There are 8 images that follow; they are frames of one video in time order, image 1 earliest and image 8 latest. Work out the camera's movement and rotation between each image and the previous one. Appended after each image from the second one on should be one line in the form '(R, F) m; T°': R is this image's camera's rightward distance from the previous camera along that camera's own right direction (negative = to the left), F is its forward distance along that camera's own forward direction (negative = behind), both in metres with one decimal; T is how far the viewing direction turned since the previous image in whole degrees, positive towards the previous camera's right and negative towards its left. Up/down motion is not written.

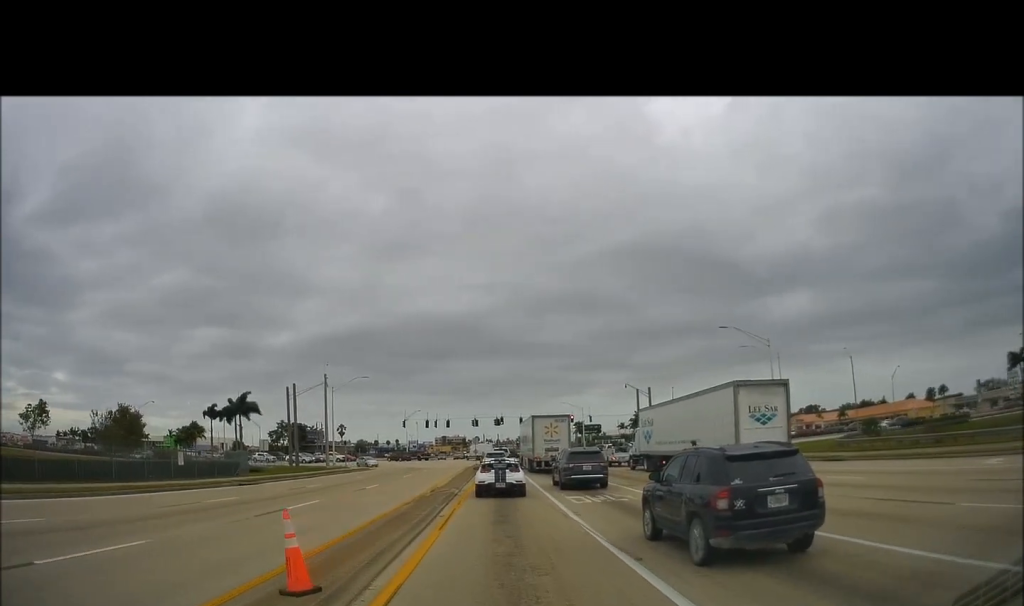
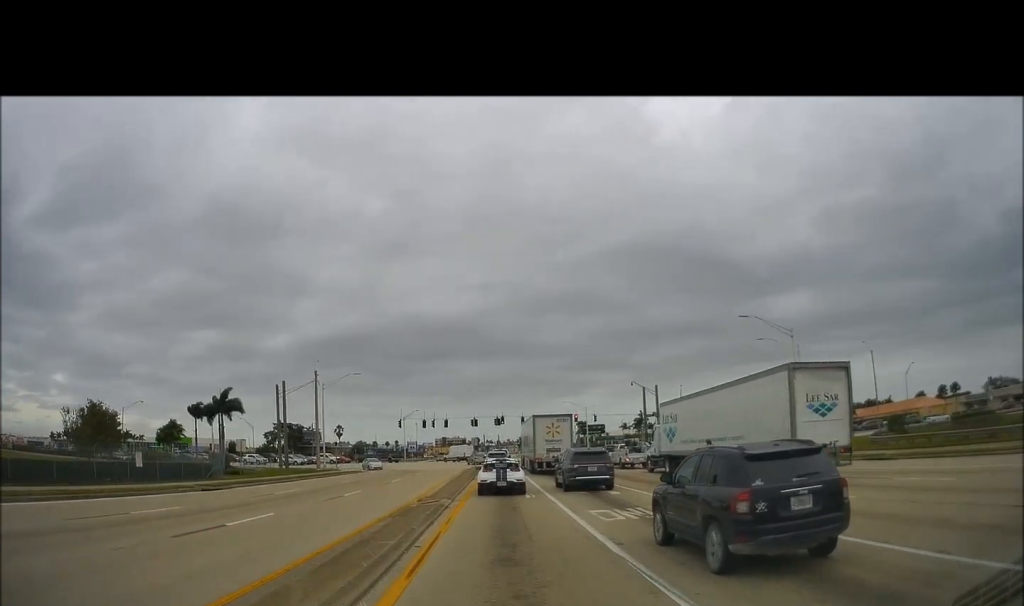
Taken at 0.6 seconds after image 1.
(0.0, +3.2) m; -1°
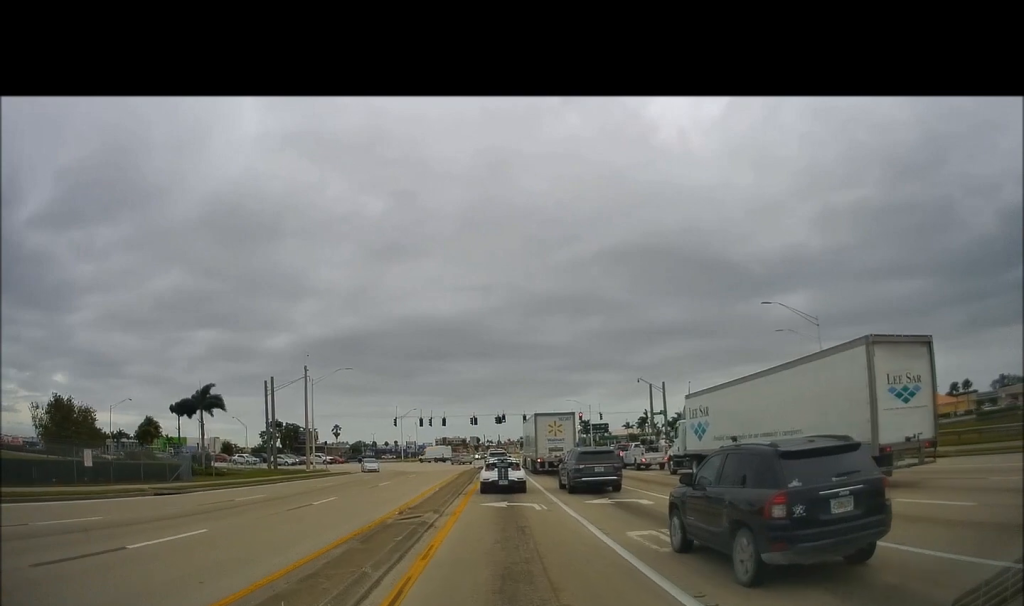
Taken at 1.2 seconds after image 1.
(-0.1, +3.5) m; -1°
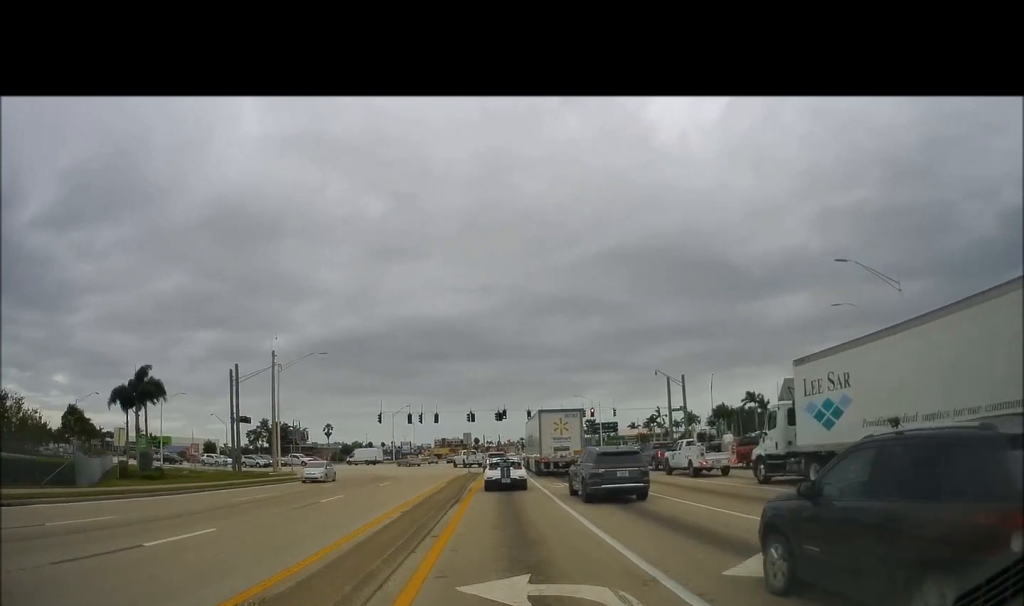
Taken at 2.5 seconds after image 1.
(+0.2, +9.8) m; +3°
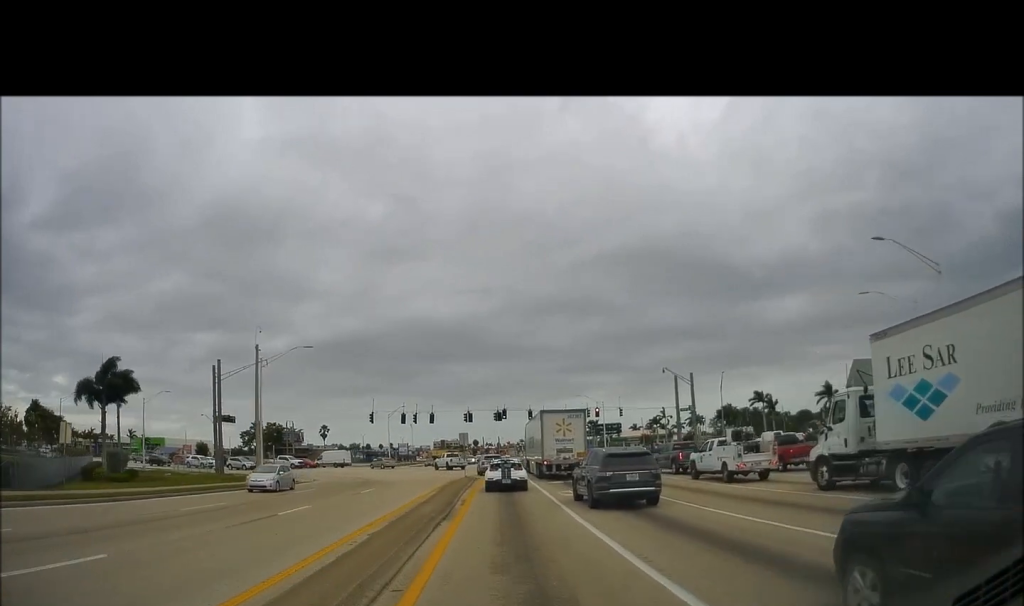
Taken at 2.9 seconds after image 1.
(+0.1, +4.2) m; 0°
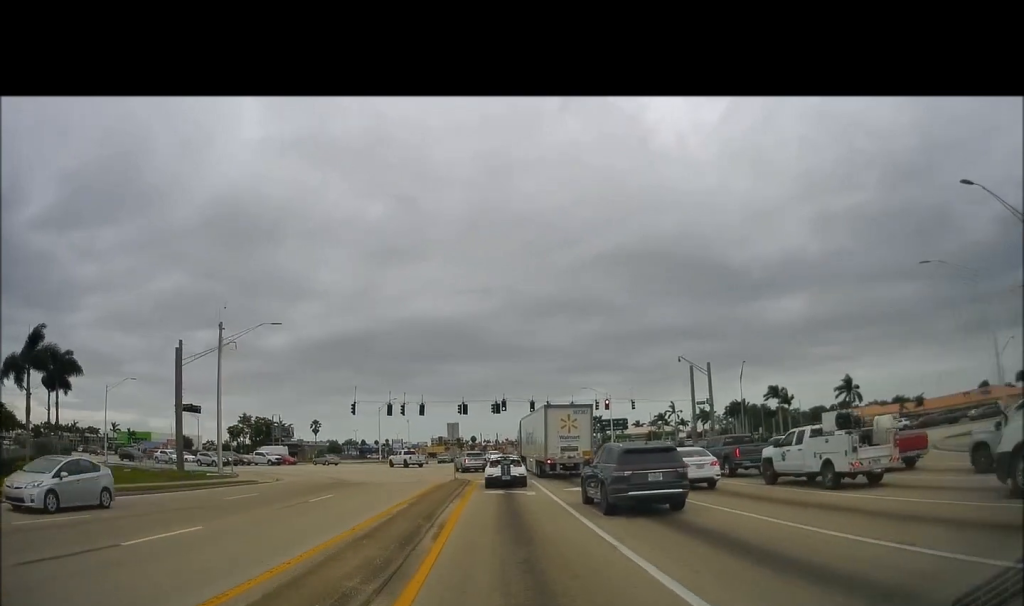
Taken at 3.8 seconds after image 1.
(-0.1, +8.0) m; -1°
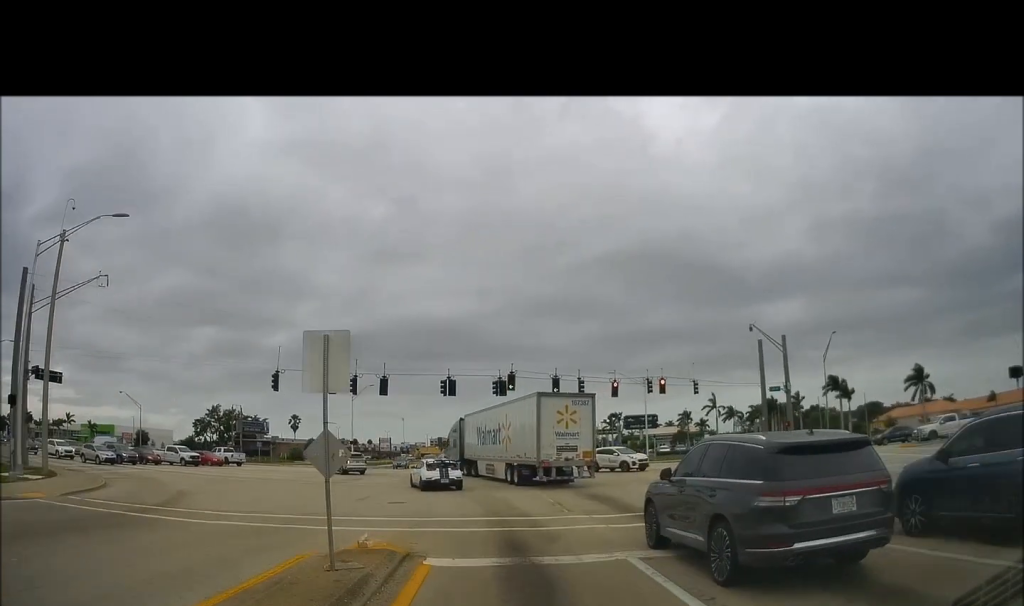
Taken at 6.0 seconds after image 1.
(-0.5, +23.4) m; 0°
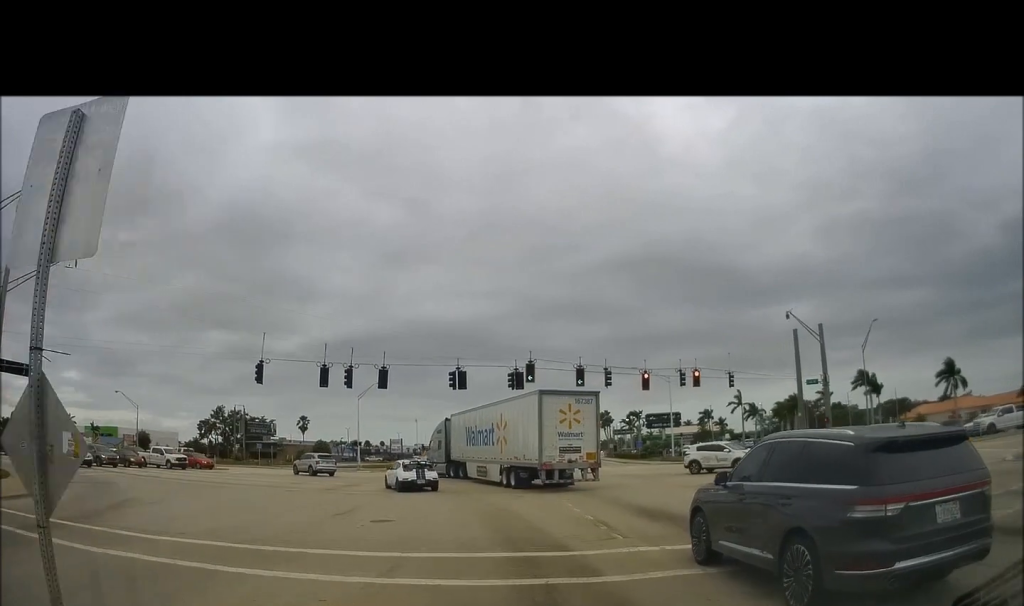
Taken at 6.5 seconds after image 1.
(0.0, +5.4) m; +1°
